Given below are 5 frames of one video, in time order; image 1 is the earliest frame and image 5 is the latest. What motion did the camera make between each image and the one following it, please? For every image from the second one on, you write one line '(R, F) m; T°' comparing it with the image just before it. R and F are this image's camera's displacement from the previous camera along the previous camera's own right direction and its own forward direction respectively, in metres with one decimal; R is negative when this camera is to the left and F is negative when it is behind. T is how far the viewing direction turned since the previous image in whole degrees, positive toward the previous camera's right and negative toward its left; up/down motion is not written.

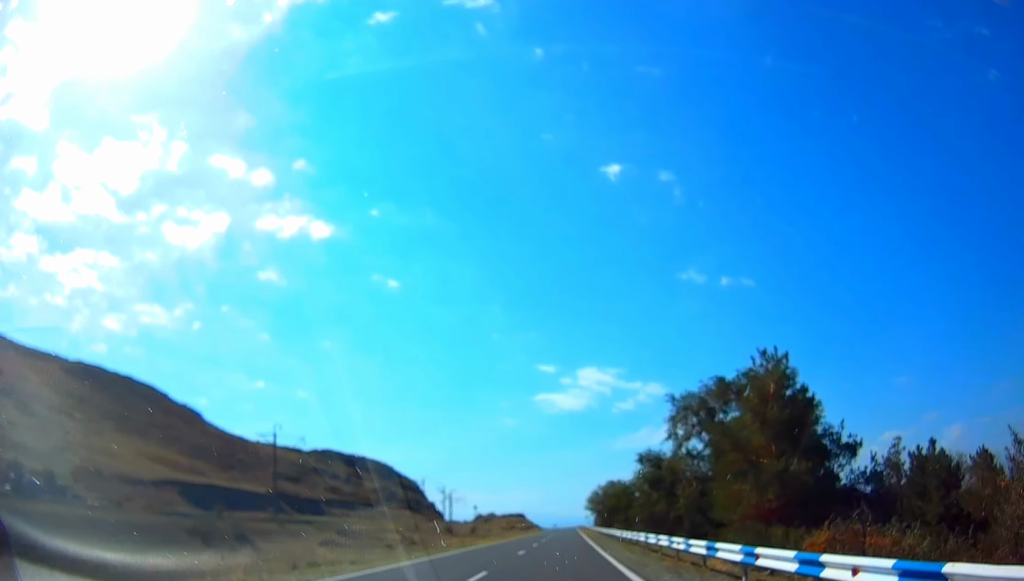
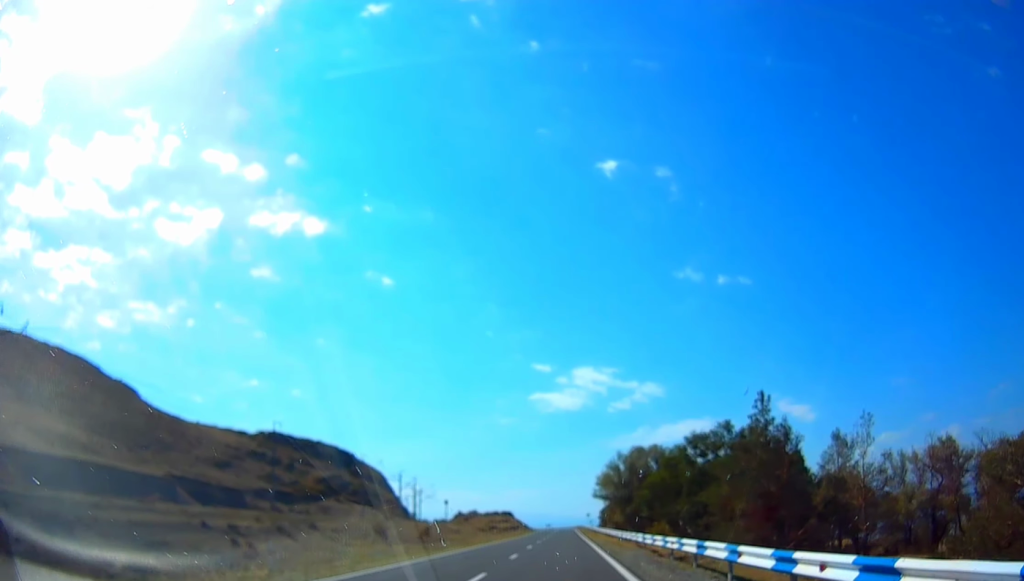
(+0.1, +47.3) m; -1°
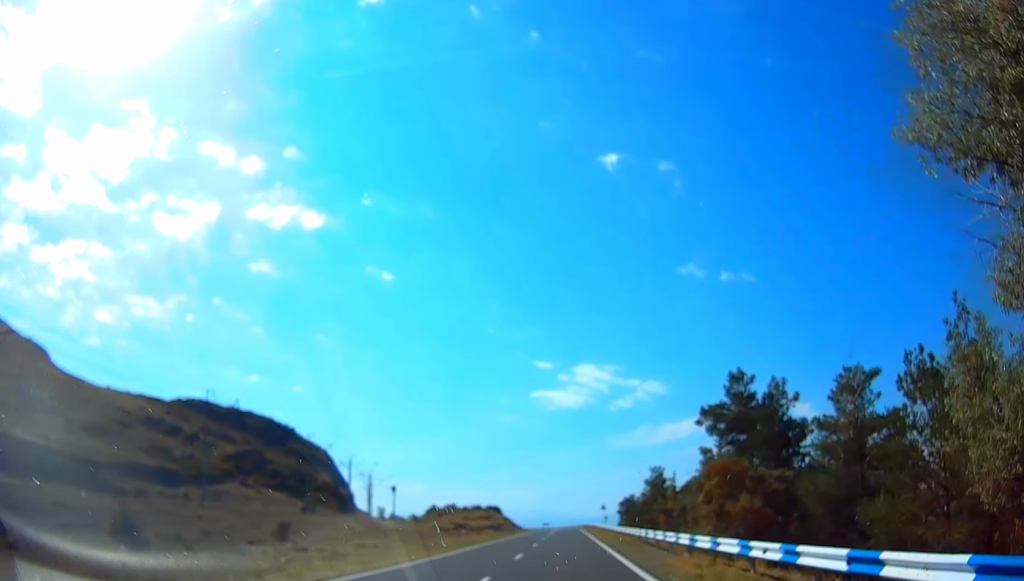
(-0.1, +56.4) m; 0°
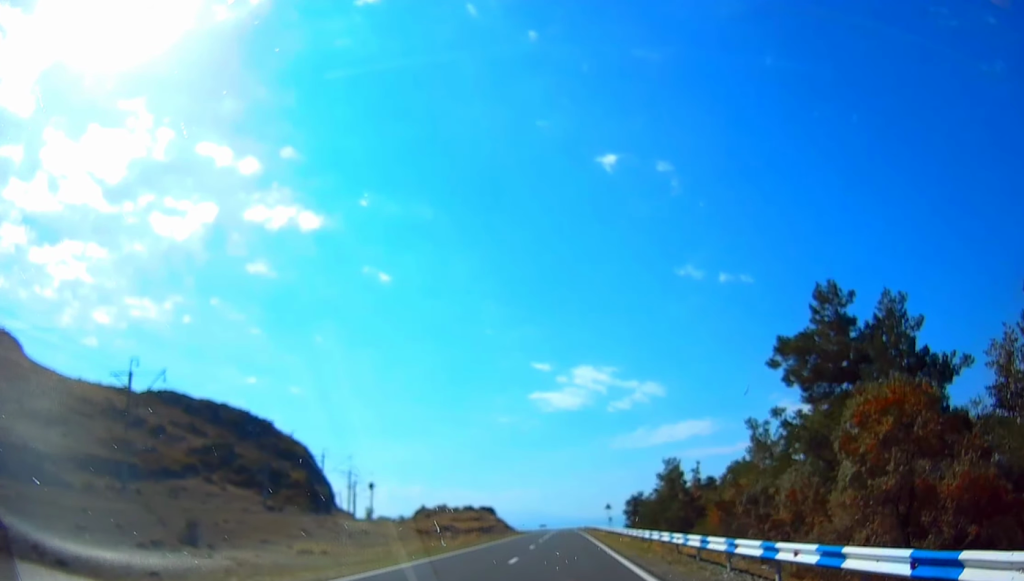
(+0.1, +13.4) m; 0°
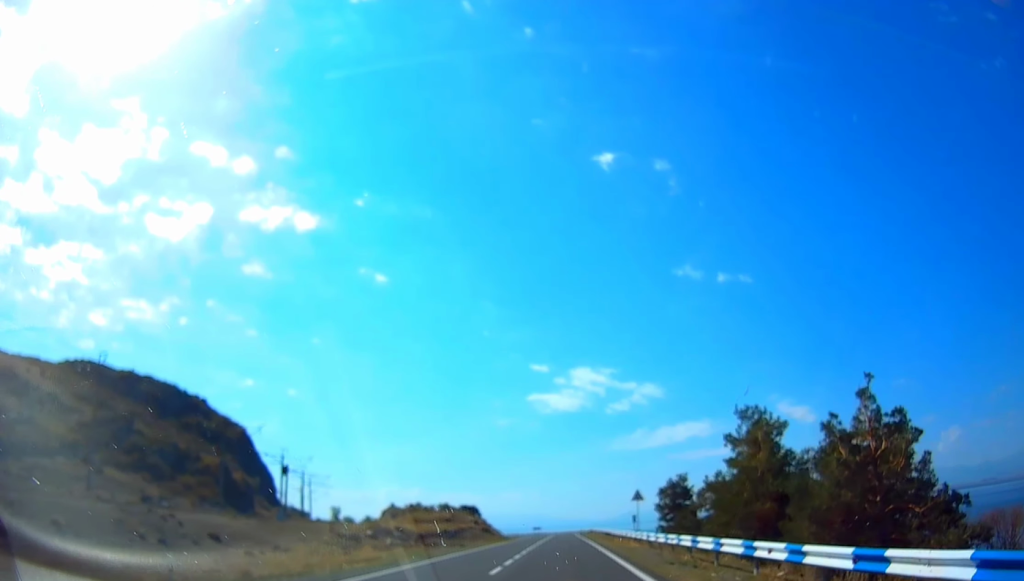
(0.0, +34.5) m; -1°
